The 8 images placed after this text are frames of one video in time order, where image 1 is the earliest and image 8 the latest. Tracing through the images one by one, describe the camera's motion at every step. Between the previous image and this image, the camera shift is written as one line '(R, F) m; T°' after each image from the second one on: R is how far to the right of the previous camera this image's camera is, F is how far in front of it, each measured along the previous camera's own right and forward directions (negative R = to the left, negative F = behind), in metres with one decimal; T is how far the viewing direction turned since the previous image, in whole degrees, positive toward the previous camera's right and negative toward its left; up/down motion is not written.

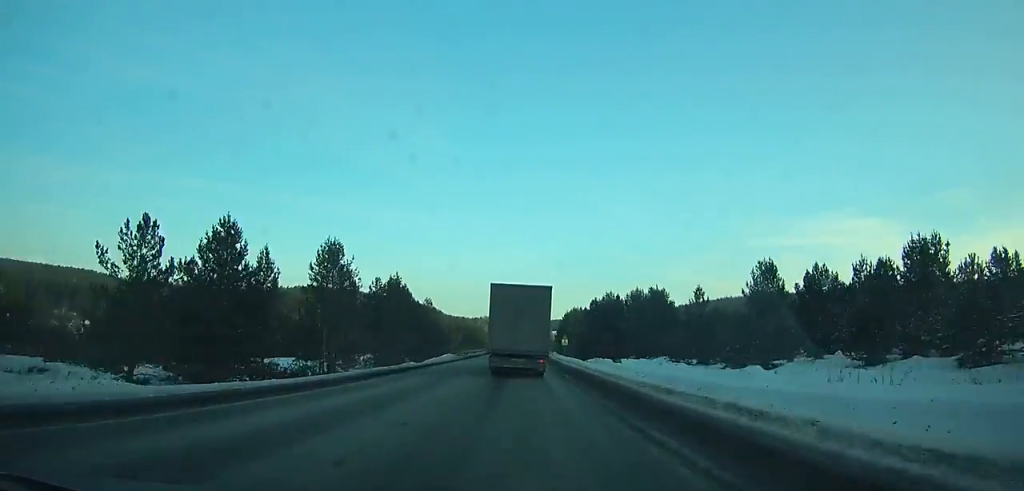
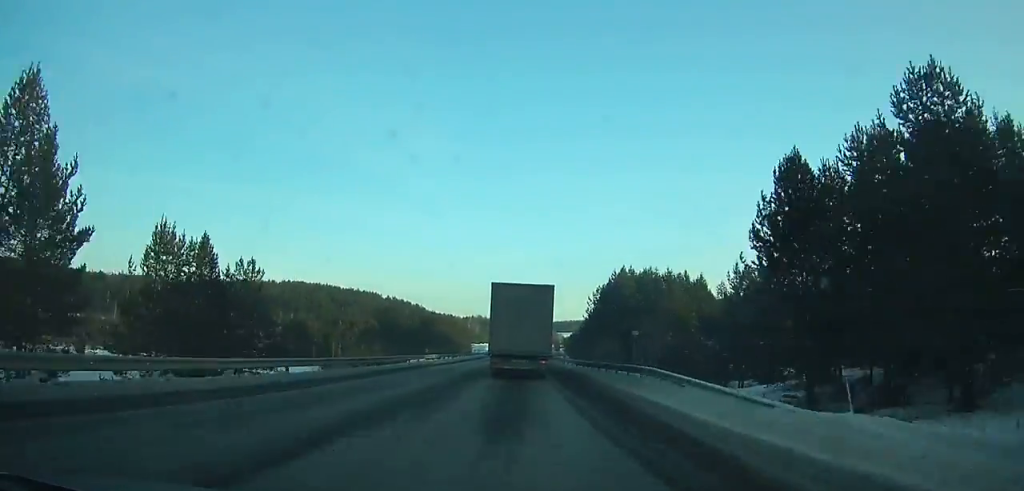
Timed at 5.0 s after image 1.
(0.0, +92.7) m; 0°
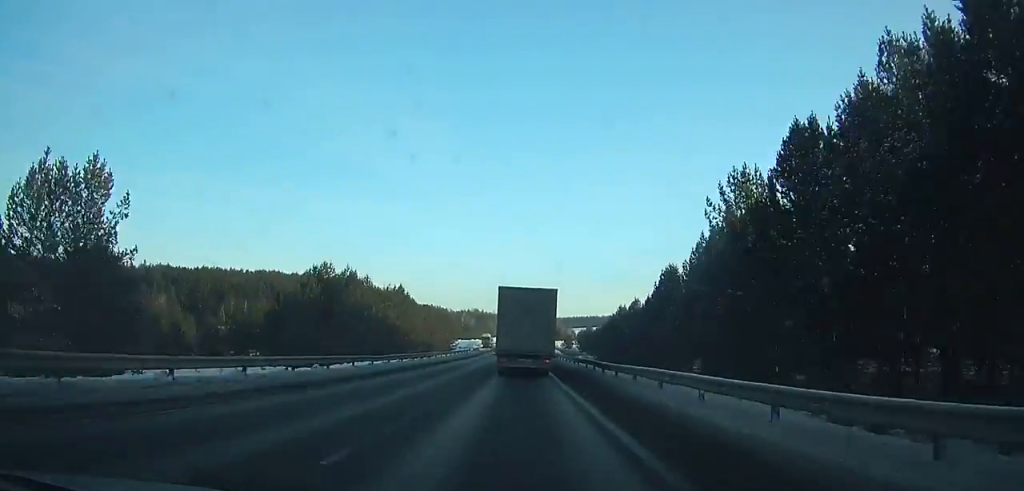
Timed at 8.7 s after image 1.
(0.0, +69.2) m; 0°
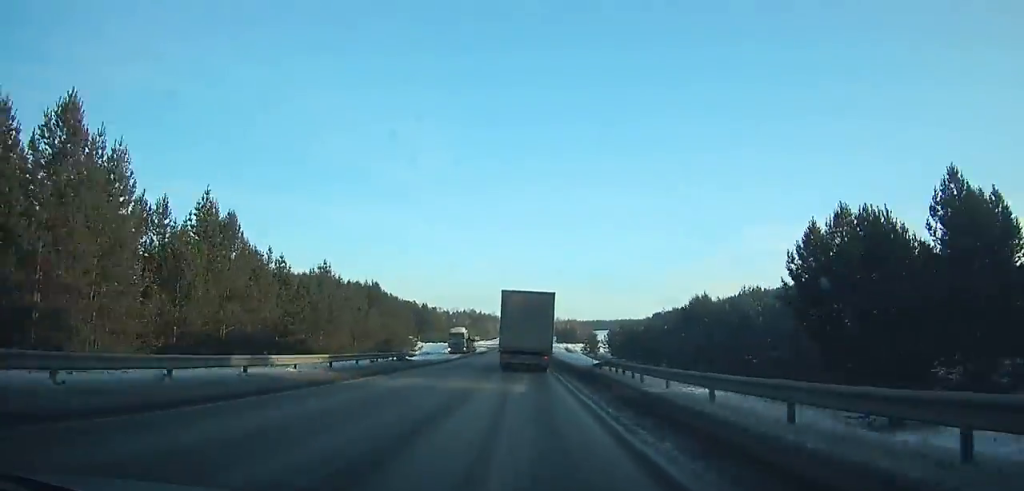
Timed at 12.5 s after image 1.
(-0.2, +72.3) m; 0°
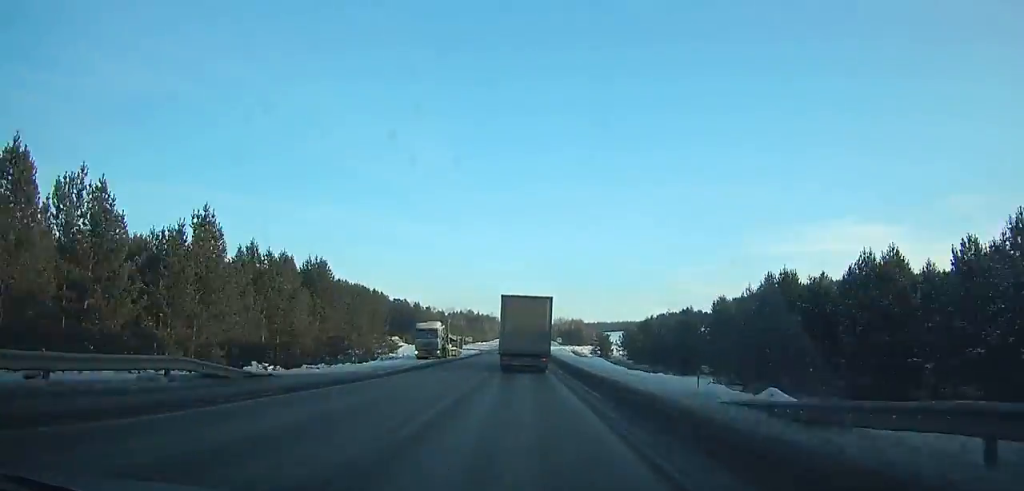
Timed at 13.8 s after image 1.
(+0.1, +25.1) m; 0°
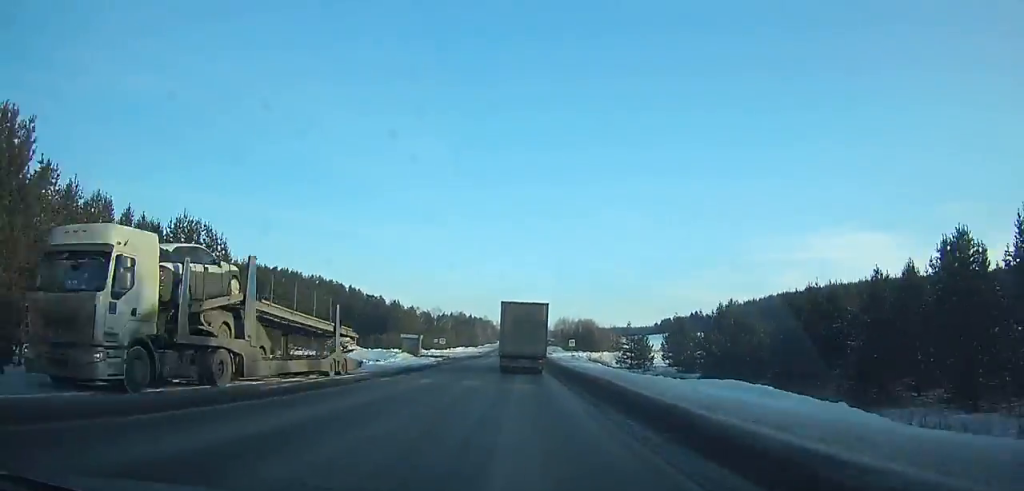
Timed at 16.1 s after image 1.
(0.0, +45.0) m; 0°
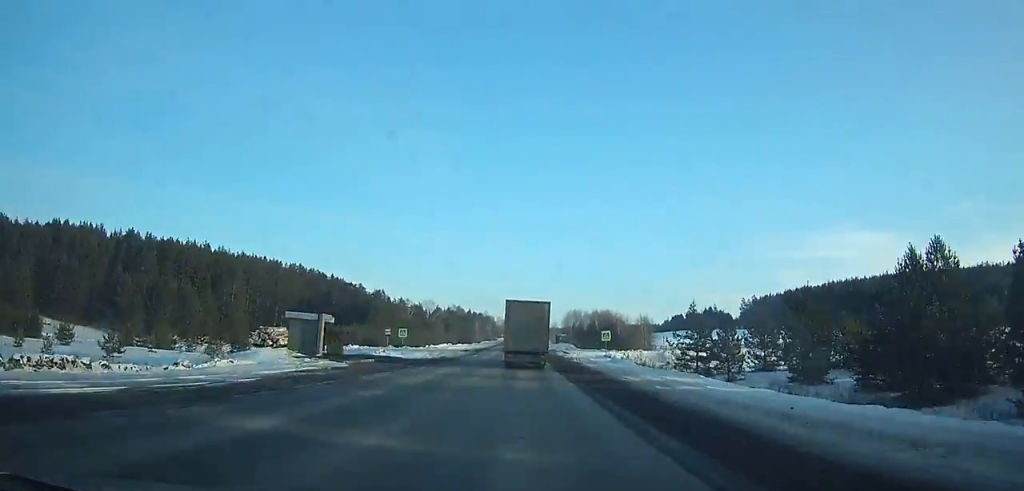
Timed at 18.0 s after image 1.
(-0.1, +37.6) m; 0°
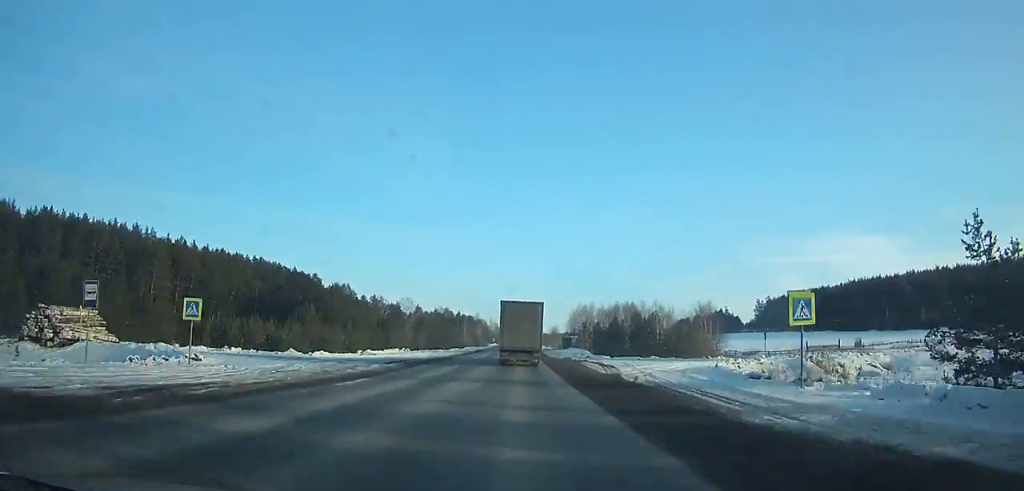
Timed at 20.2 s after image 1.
(0.0, +44.6) m; 0°
